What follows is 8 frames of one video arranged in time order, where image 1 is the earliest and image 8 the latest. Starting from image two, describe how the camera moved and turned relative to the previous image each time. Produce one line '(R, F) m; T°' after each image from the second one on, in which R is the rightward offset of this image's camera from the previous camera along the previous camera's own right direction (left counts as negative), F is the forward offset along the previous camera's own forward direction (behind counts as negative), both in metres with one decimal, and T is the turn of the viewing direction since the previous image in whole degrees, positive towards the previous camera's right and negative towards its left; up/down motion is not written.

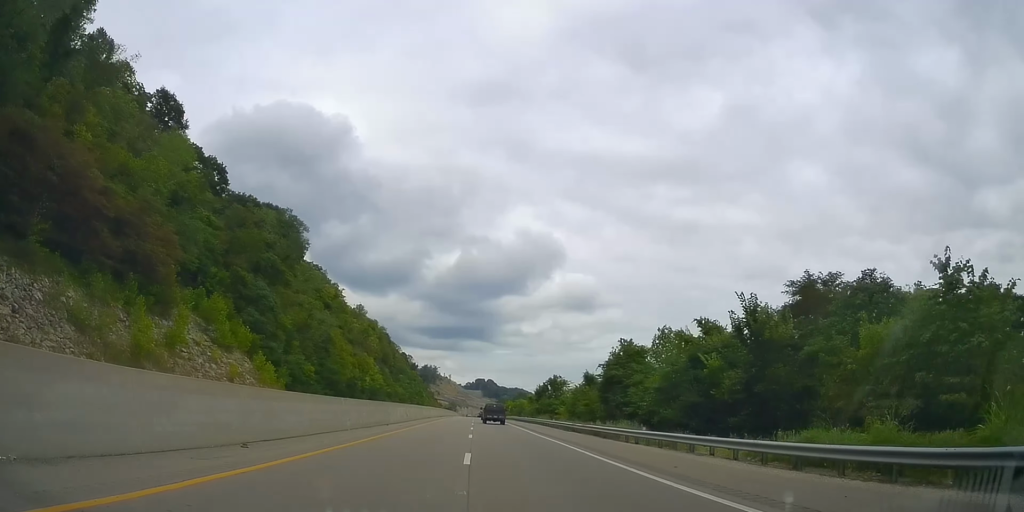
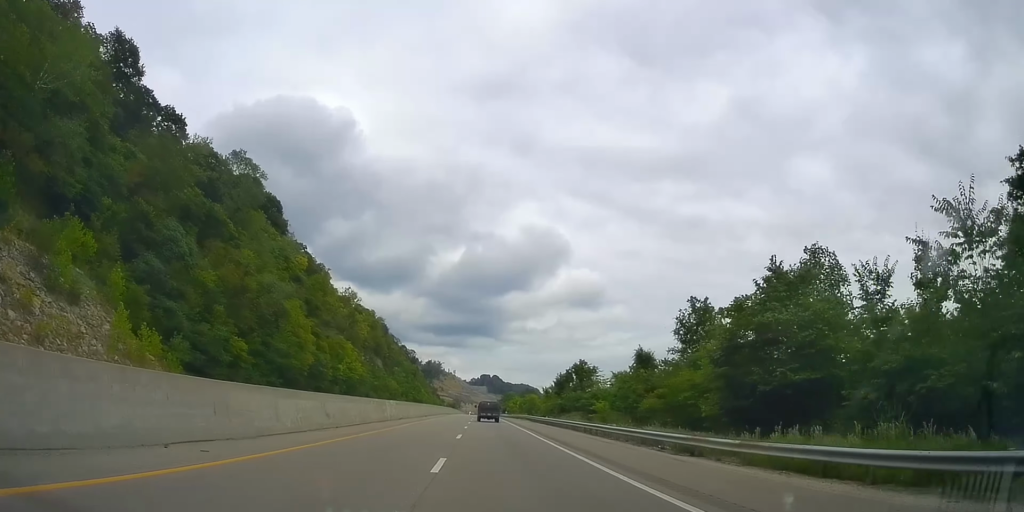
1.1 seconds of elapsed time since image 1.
(+0.3, +26.6) m; 0°
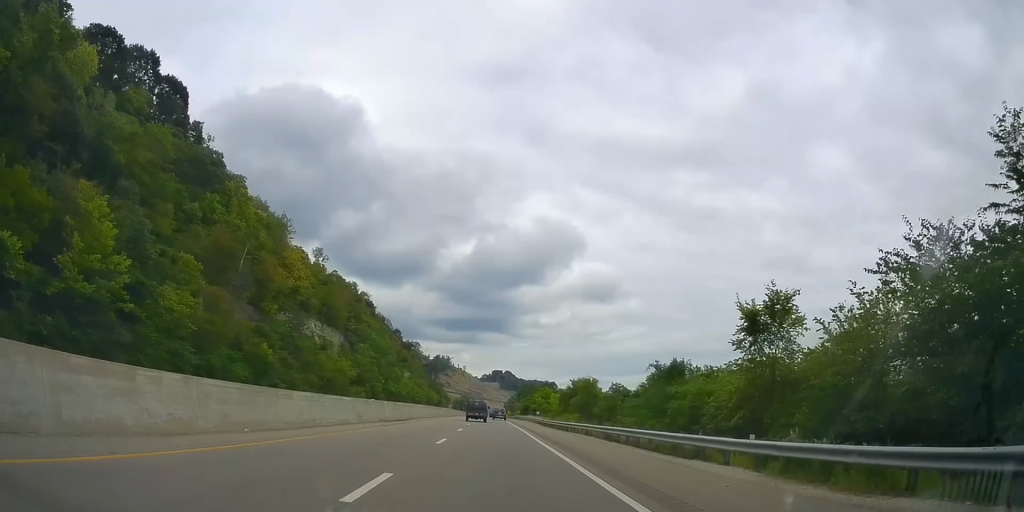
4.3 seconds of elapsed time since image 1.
(-1.6, +77.0) m; -1°
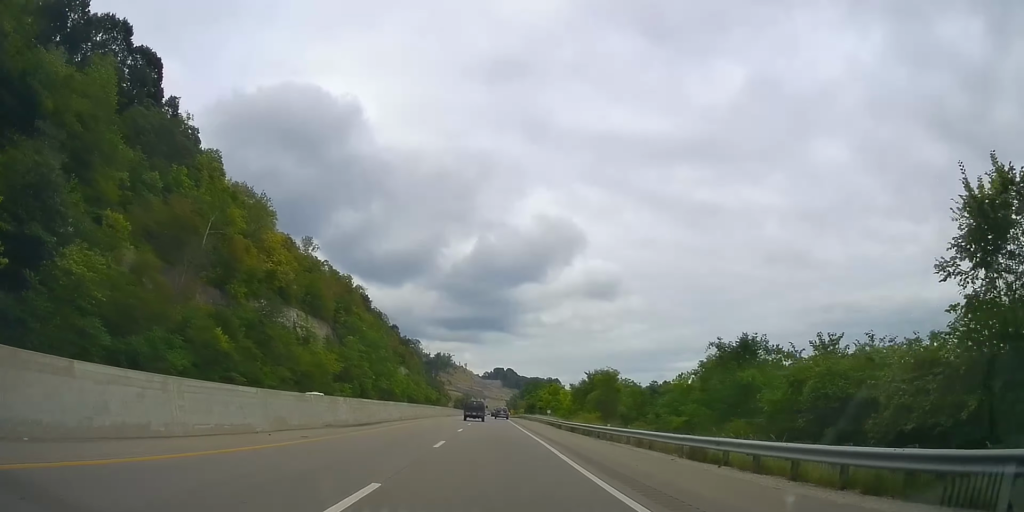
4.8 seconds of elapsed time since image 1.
(-0.2, +13.1) m; 0°
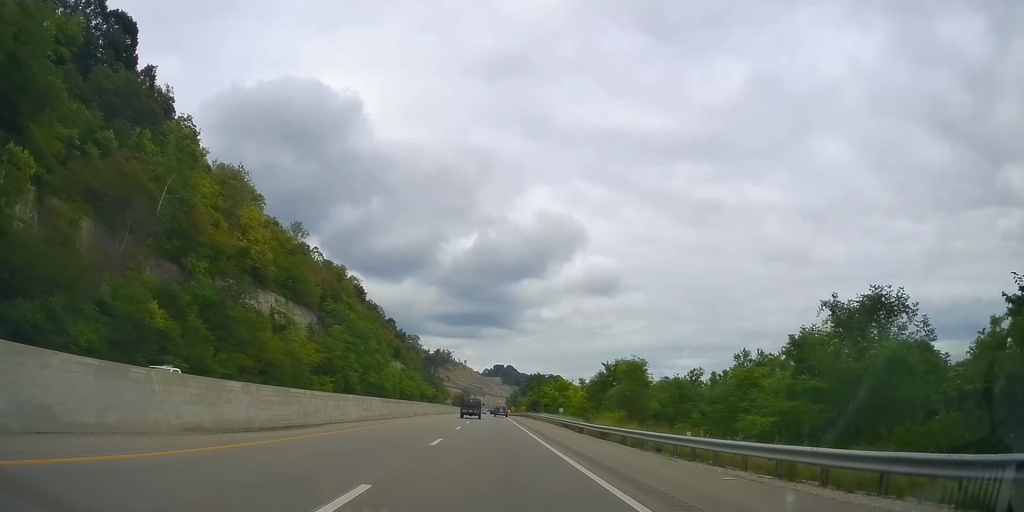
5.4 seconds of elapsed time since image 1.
(+0.2, +12.8) m; 0°
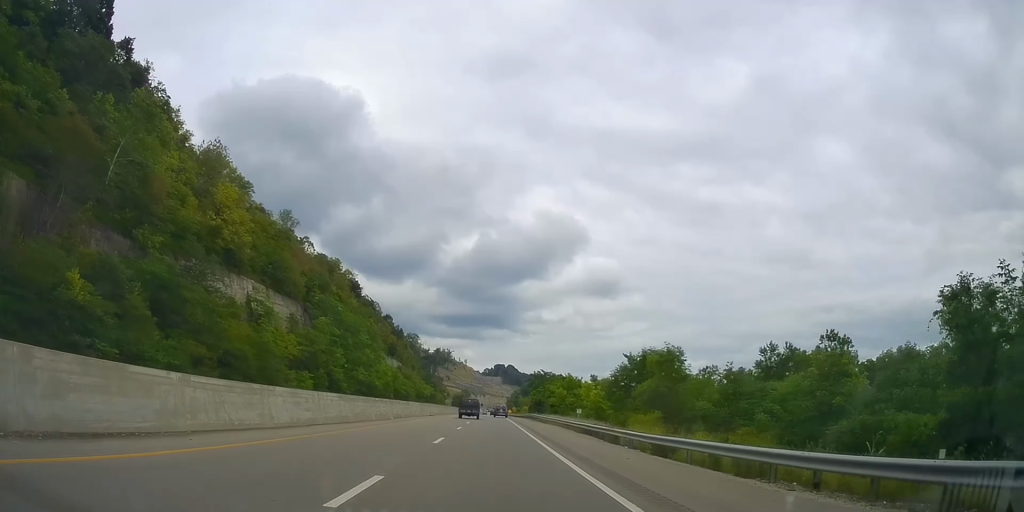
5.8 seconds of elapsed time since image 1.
(+0.1, +11.1) m; 0°
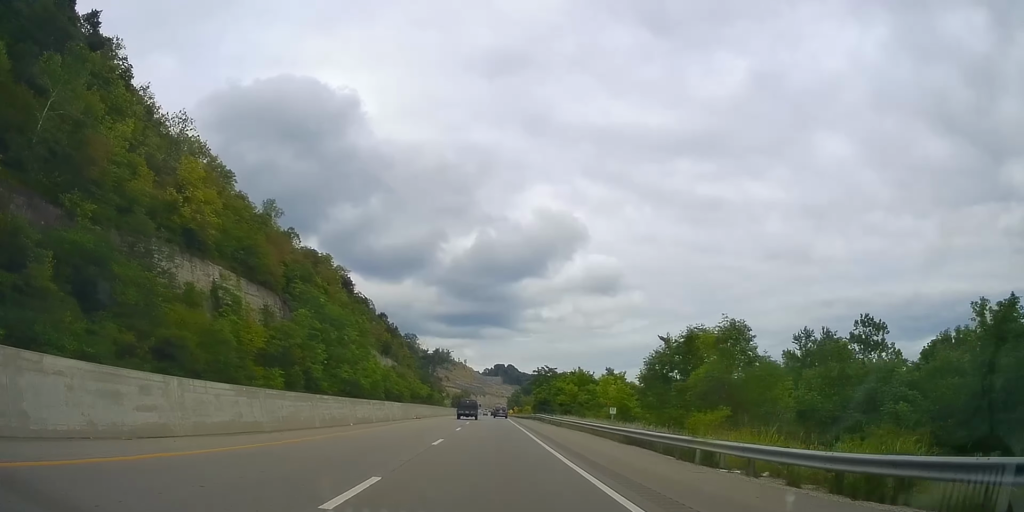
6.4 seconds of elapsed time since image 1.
(-0.1, +12.3) m; -1°
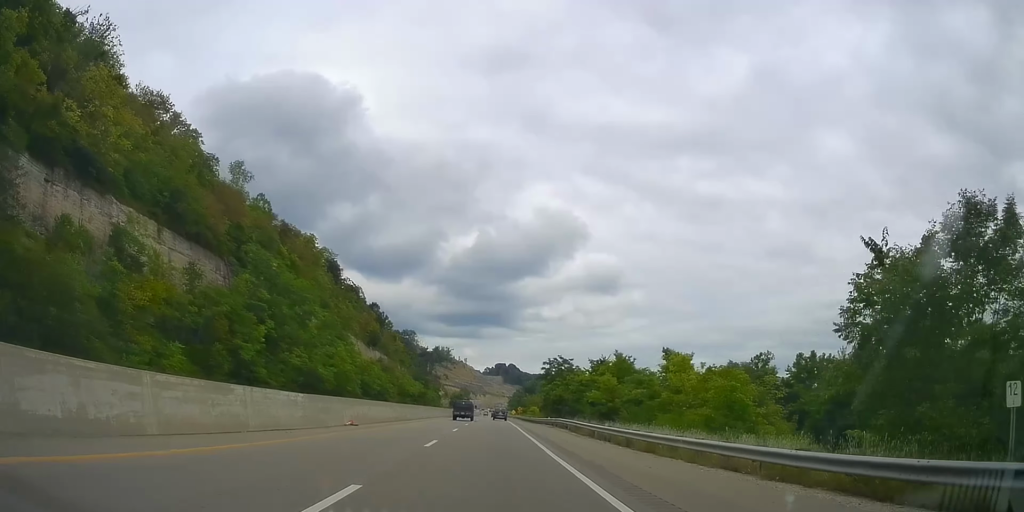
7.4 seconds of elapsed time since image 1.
(-0.3, +25.5) m; 0°
